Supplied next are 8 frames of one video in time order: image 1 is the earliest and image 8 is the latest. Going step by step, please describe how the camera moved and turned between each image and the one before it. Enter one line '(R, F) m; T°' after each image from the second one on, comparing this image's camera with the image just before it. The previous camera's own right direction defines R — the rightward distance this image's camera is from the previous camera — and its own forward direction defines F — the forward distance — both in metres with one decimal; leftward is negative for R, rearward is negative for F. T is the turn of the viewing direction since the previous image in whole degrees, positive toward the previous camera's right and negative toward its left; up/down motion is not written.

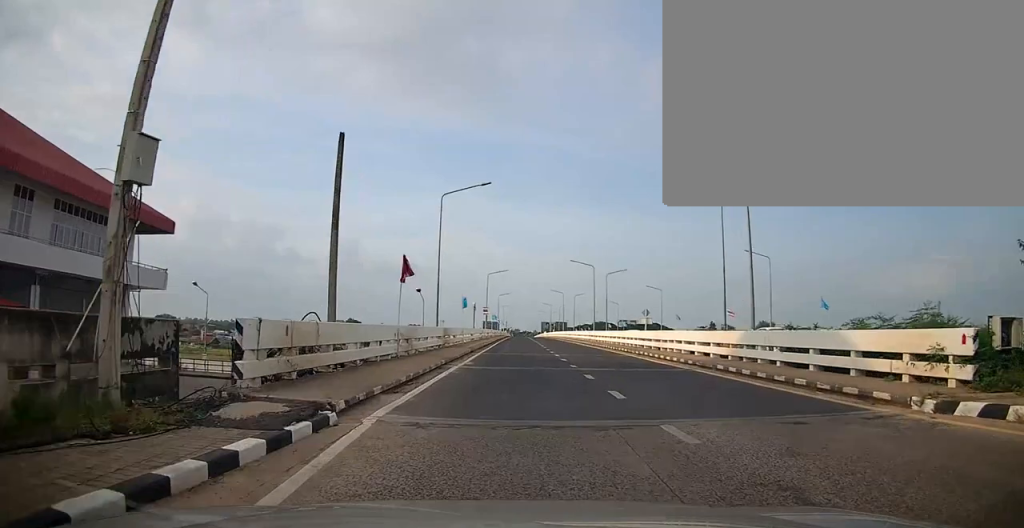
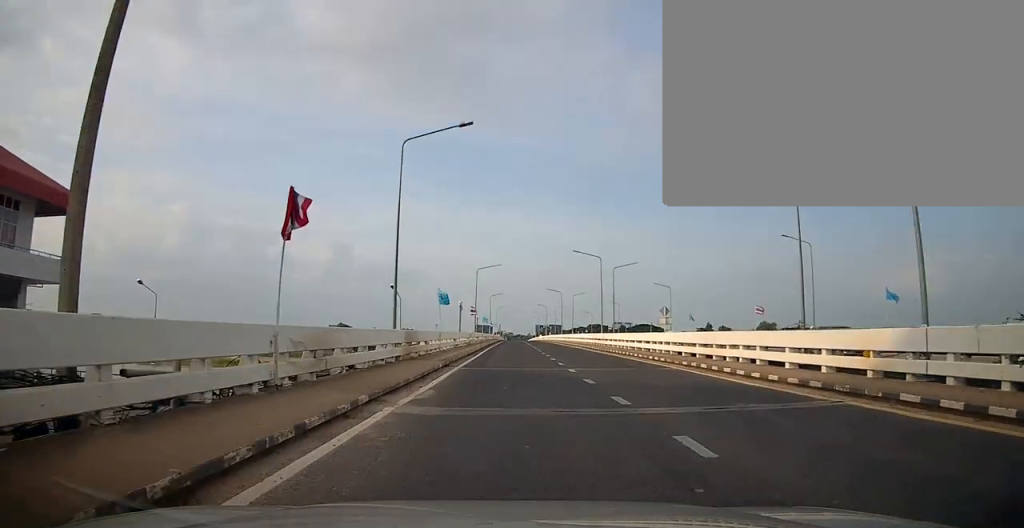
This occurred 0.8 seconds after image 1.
(-0.3, +9.3) m; 0°
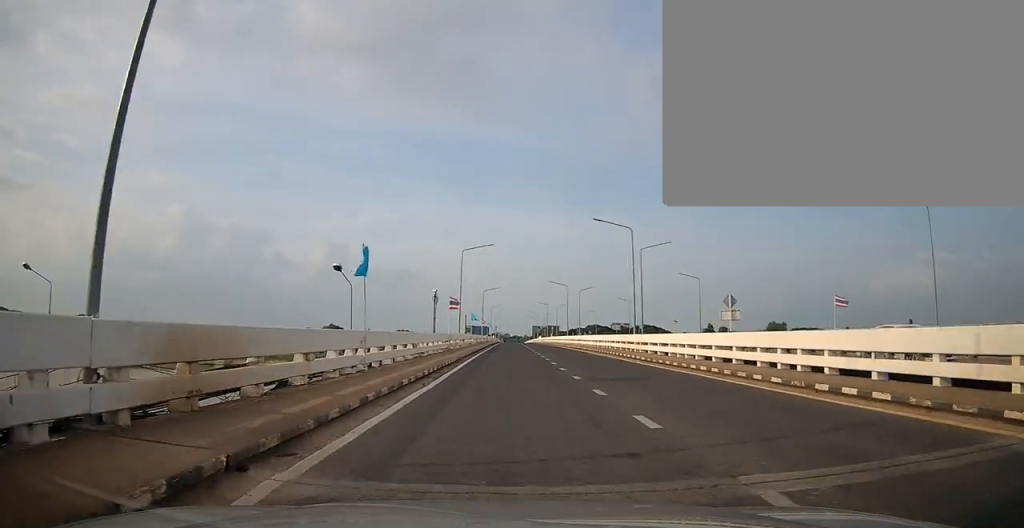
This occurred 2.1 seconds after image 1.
(+0.7, +15.4) m; +2°
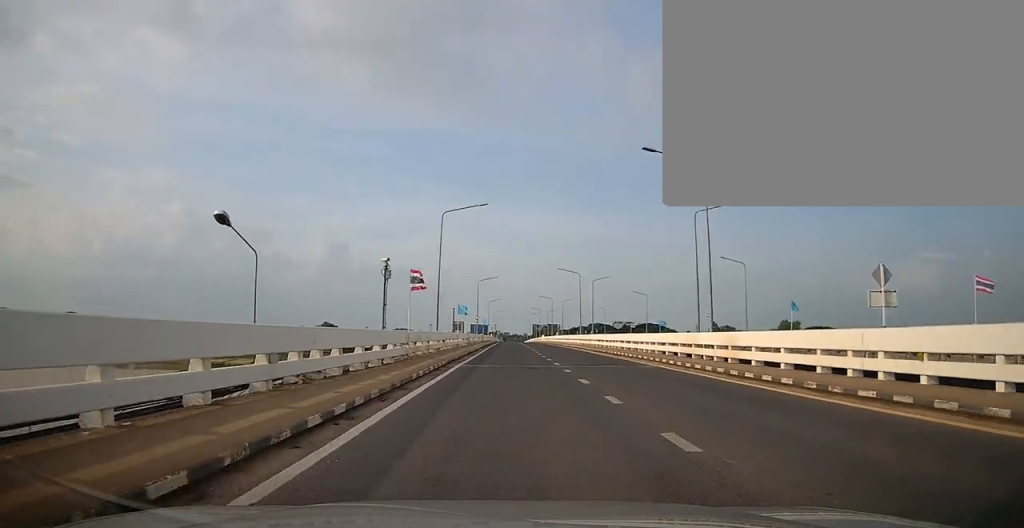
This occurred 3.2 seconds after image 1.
(-0.4, +14.3) m; 0°
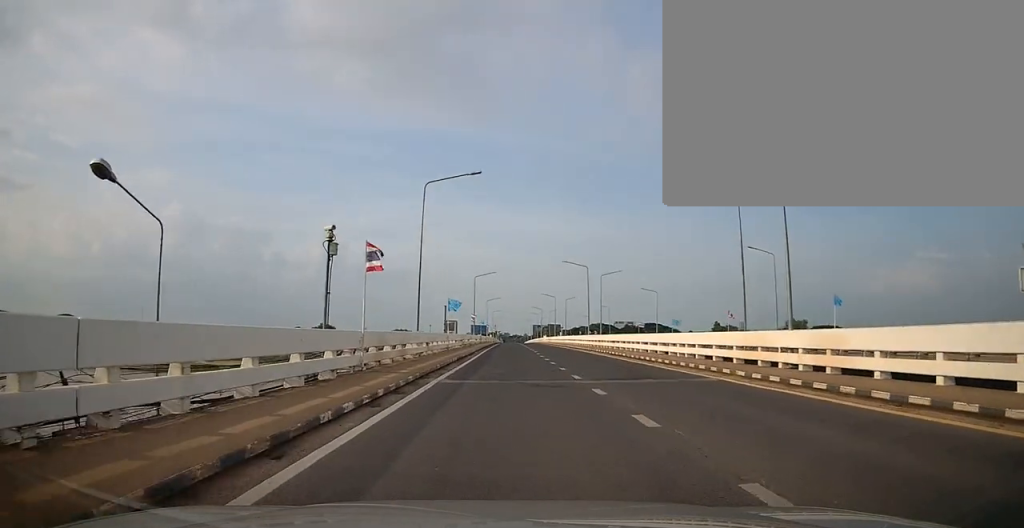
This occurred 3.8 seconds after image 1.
(+0.1, +6.8) m; 0°
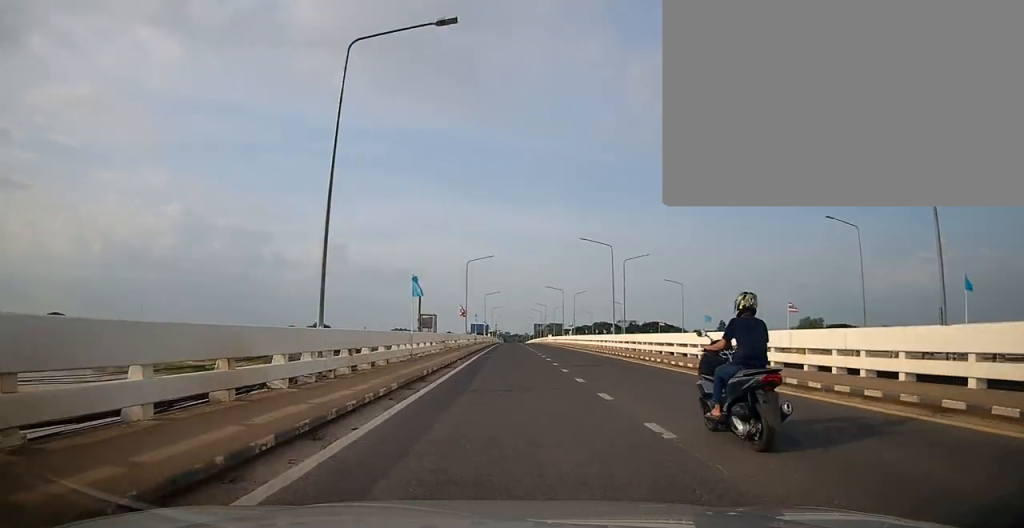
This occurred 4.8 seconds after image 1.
(+0.3, +13.3) m; 0°
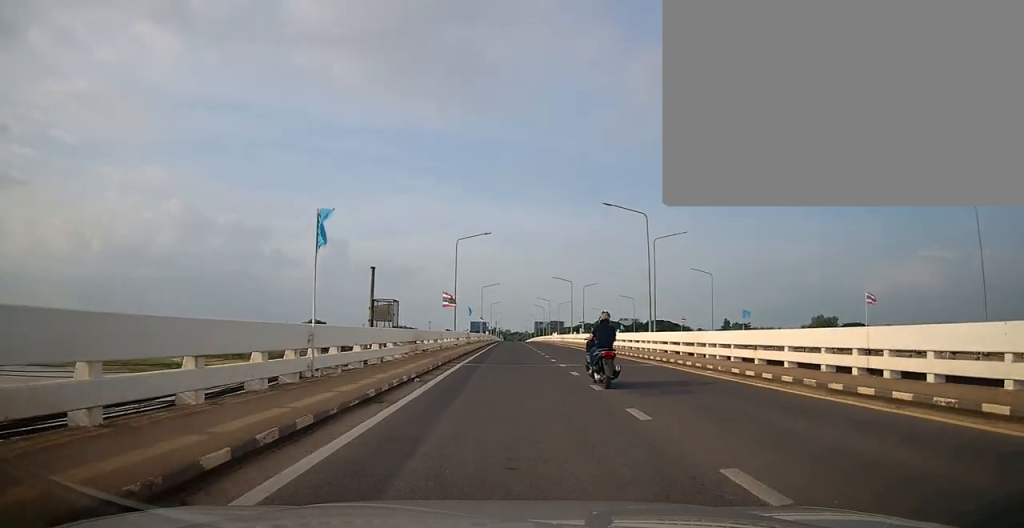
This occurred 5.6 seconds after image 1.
(-0.4, +11.3) m; 0°
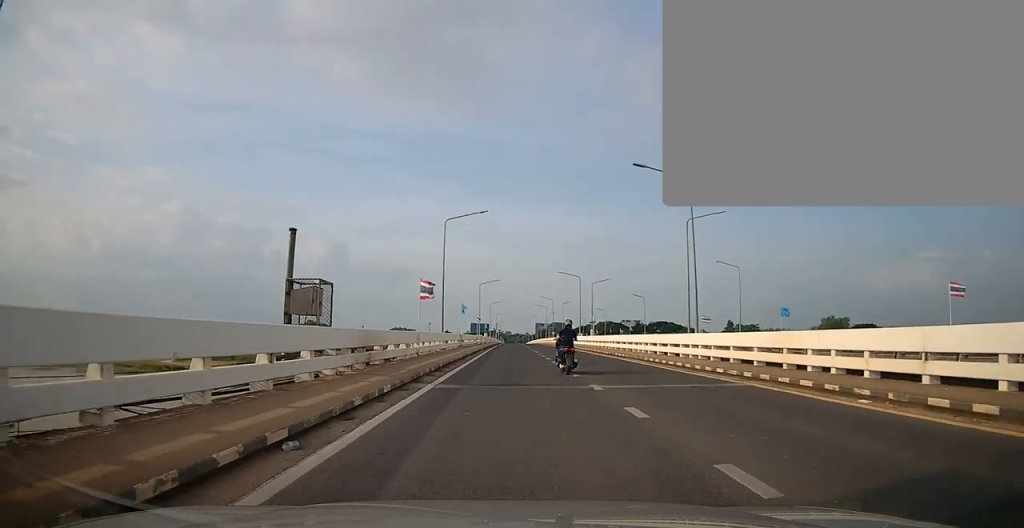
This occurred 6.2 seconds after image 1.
(+0.5, +8.1) m; 0°
